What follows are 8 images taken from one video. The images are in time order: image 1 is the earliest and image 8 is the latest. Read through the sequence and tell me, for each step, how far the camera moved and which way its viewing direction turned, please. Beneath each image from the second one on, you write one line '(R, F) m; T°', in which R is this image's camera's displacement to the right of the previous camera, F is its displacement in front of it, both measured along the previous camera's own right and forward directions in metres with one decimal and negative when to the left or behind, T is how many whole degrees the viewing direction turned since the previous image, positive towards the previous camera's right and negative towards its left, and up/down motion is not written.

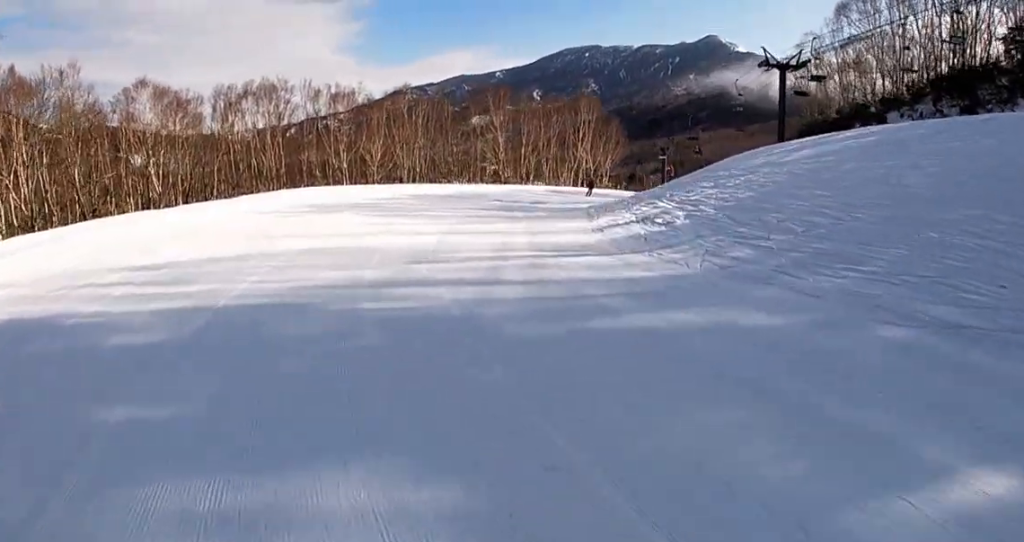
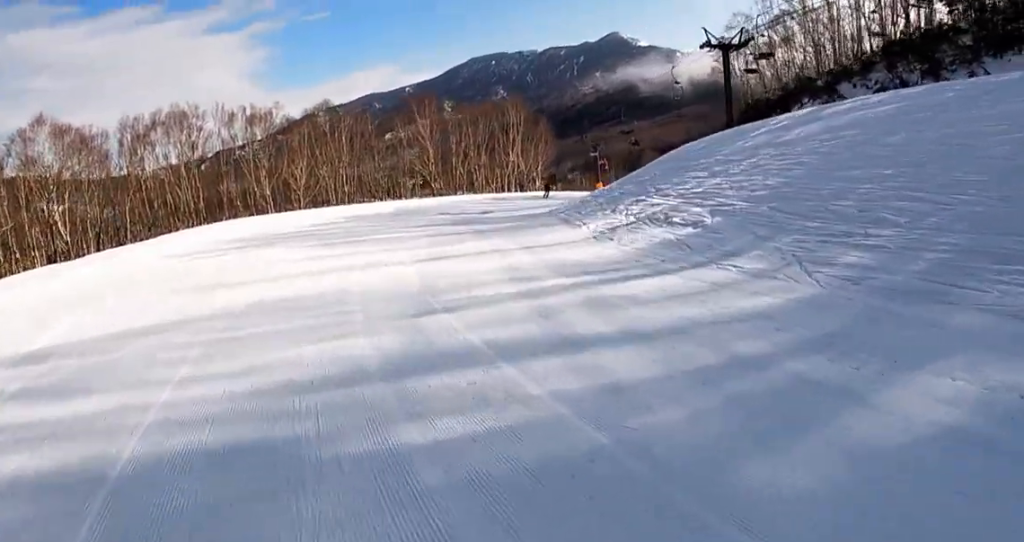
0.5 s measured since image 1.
(+0.2, +4.3) m; +2°
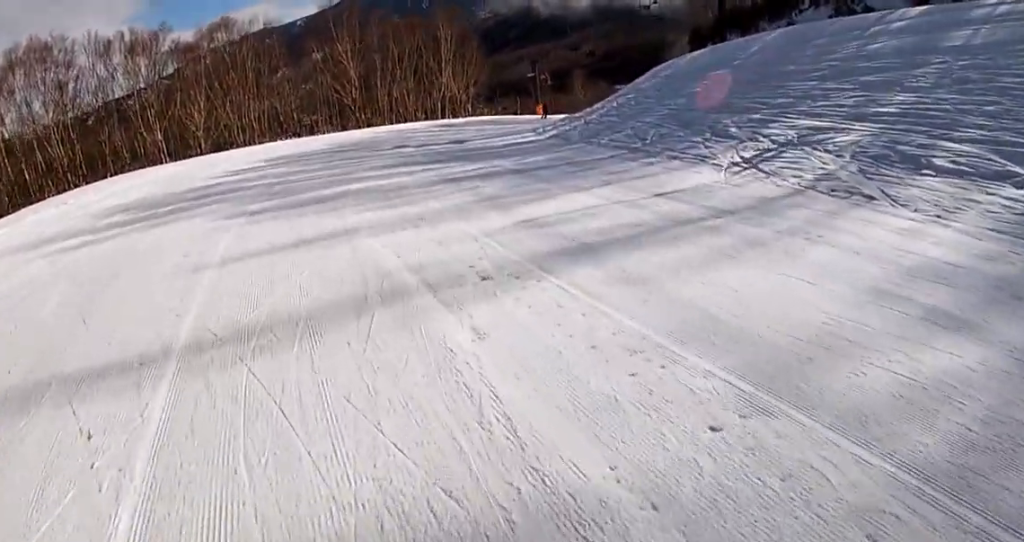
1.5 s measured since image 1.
(-0.2, +9.2) m; 0°
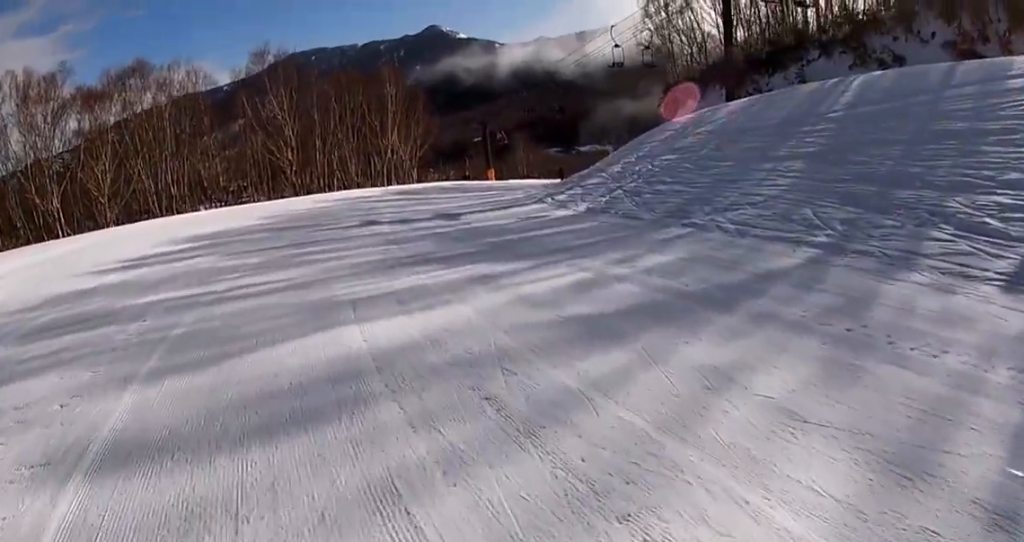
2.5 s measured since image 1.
(+0.2, +8.8) m; +9°
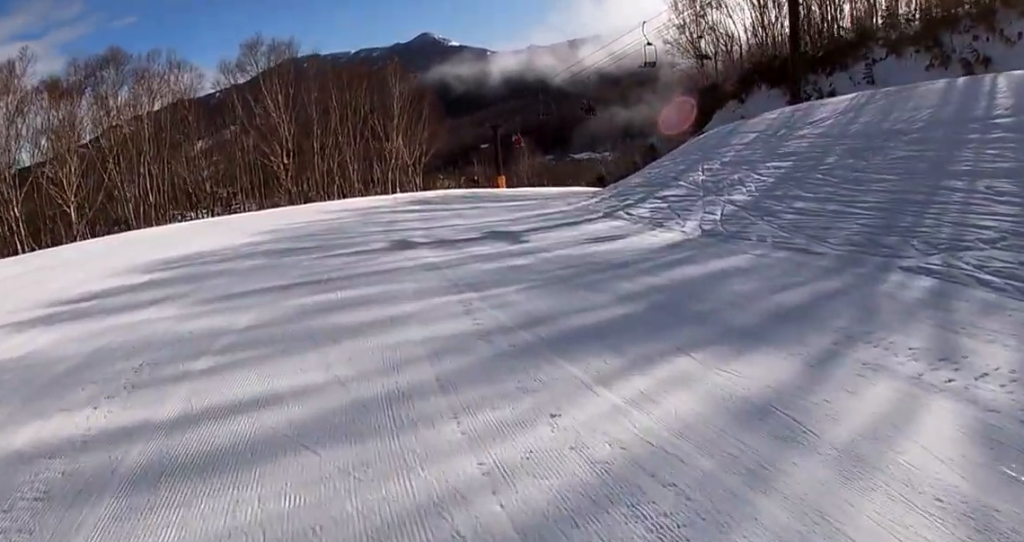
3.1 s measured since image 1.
(+0.7, +5.4) m; +7°
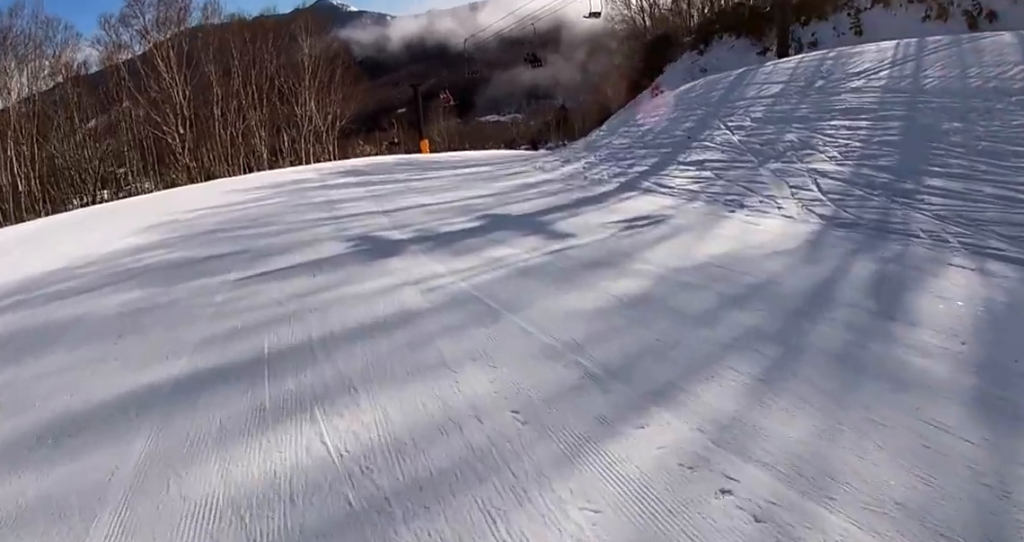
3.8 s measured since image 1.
(+0.3, +5.8) m; +3°
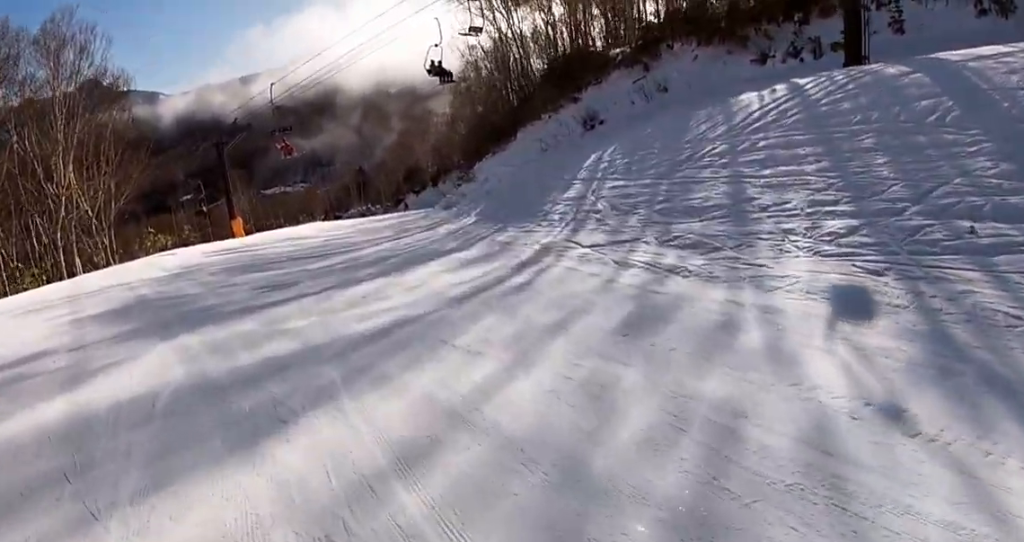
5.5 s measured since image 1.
(+0.5, +15.7) m; +13°
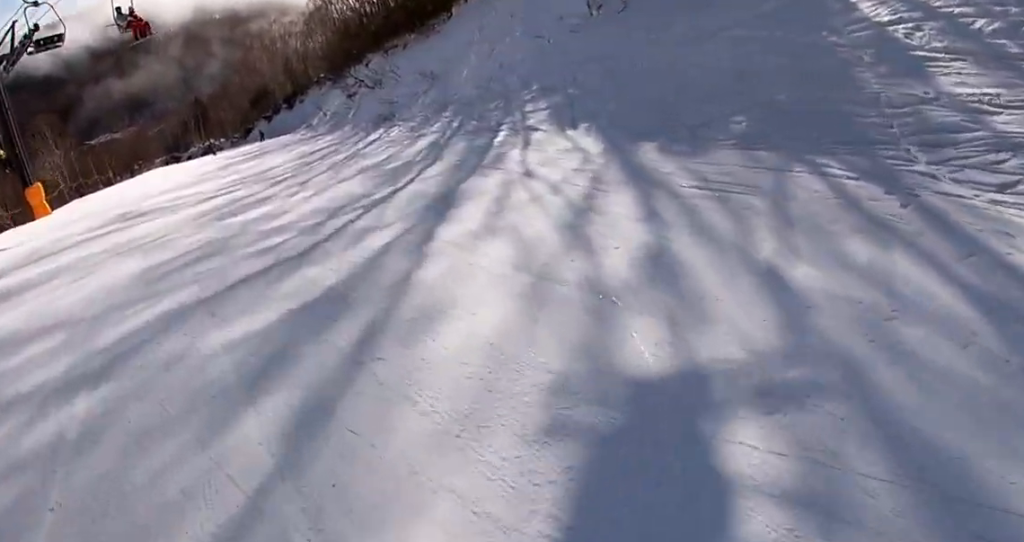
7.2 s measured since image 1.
(+4.0, +13.3) m; +26°
